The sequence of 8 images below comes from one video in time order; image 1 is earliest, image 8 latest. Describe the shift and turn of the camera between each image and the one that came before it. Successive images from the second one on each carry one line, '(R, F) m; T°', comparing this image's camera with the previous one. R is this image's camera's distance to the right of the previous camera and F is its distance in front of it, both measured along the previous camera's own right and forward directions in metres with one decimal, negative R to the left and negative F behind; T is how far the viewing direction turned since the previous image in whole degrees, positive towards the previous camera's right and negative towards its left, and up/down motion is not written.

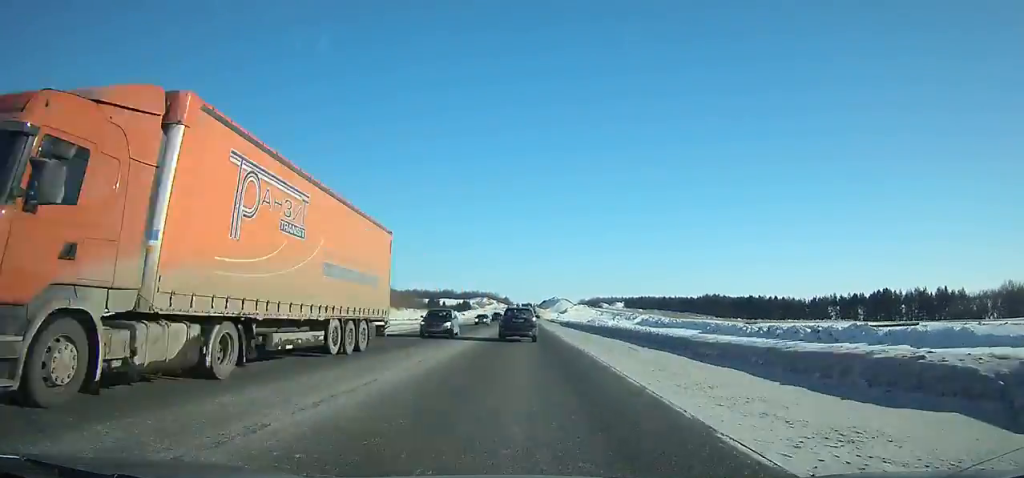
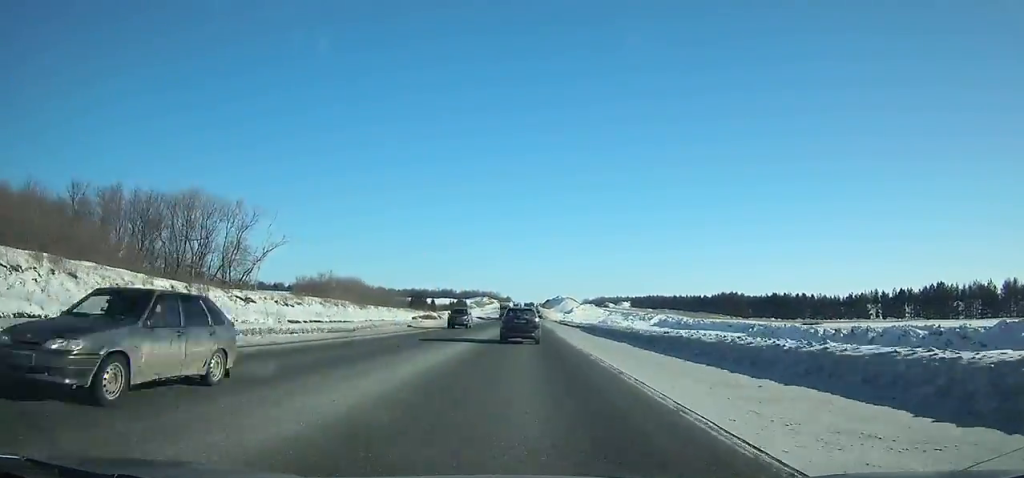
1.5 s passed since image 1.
(0.0, +29.8) m; 0°
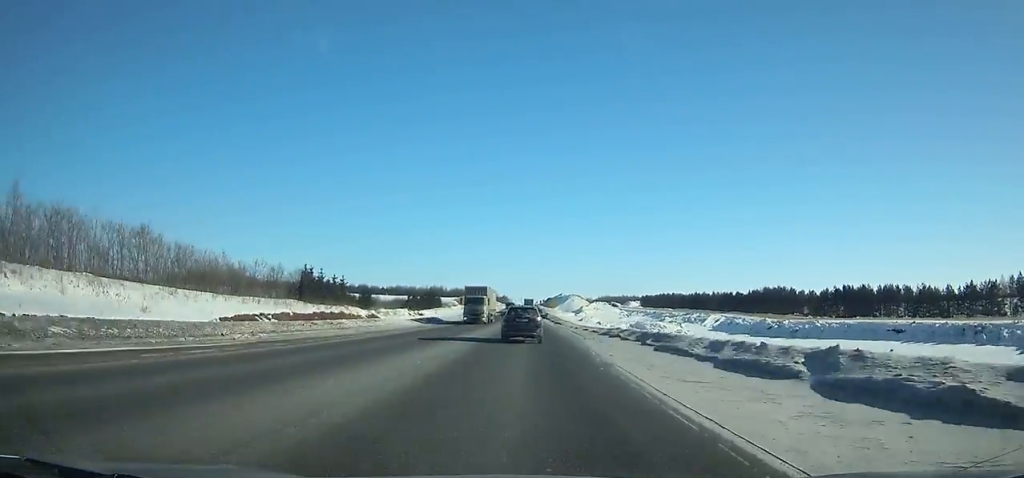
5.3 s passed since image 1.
(-0.4, +76.6) m; -1°
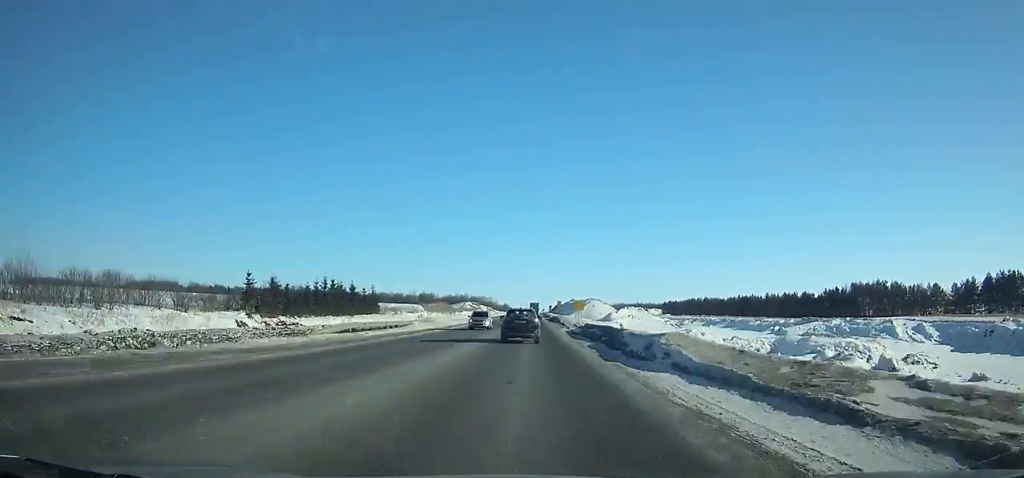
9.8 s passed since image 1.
(-0.4, +88.9) m; 0°
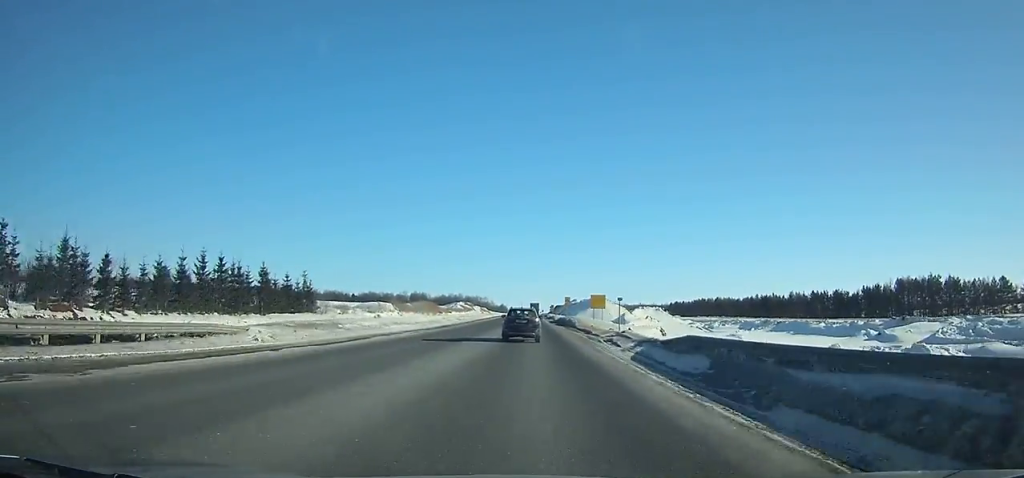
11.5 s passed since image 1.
(+0.1, +33.0) m; 0°
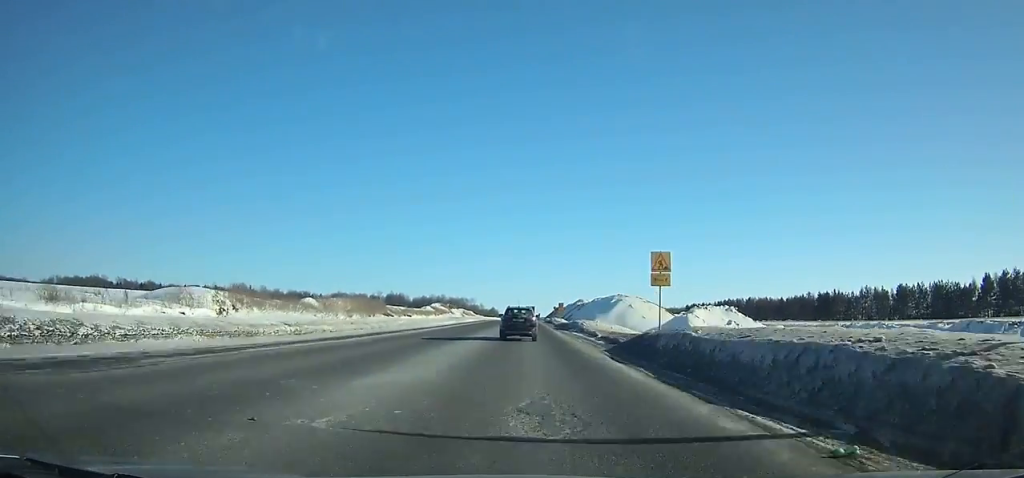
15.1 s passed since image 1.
(+0.3, +70.6) m; 0°
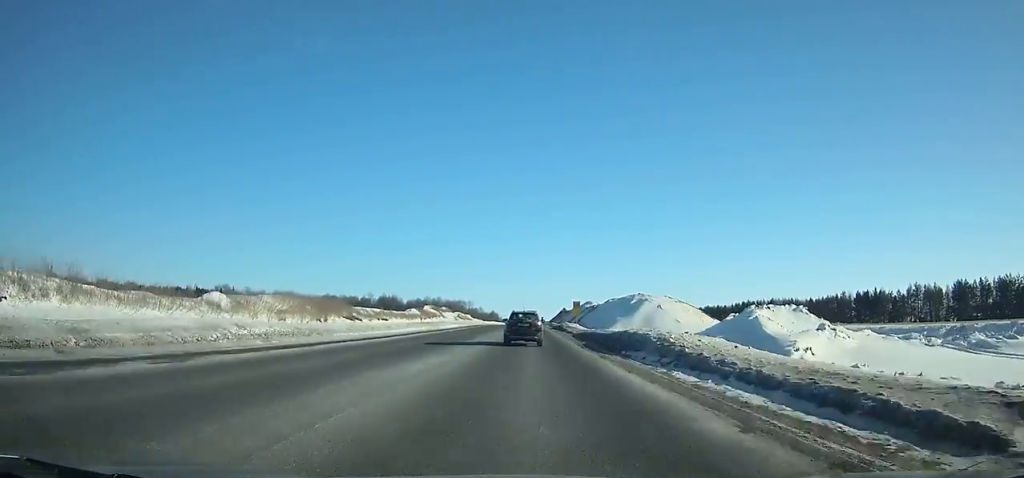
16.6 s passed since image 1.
(+0.1, +31.1) m; 0°
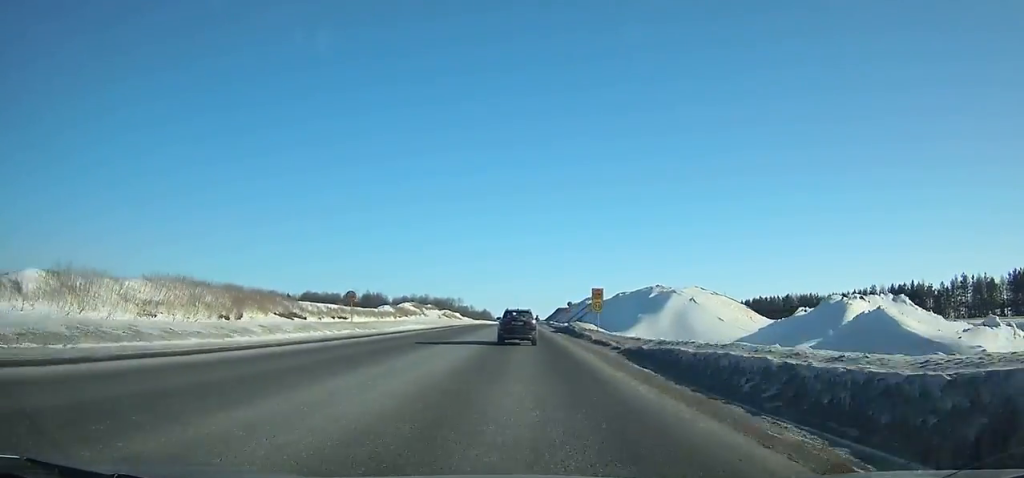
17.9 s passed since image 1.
(+0.1, +27.5) m; 0°
